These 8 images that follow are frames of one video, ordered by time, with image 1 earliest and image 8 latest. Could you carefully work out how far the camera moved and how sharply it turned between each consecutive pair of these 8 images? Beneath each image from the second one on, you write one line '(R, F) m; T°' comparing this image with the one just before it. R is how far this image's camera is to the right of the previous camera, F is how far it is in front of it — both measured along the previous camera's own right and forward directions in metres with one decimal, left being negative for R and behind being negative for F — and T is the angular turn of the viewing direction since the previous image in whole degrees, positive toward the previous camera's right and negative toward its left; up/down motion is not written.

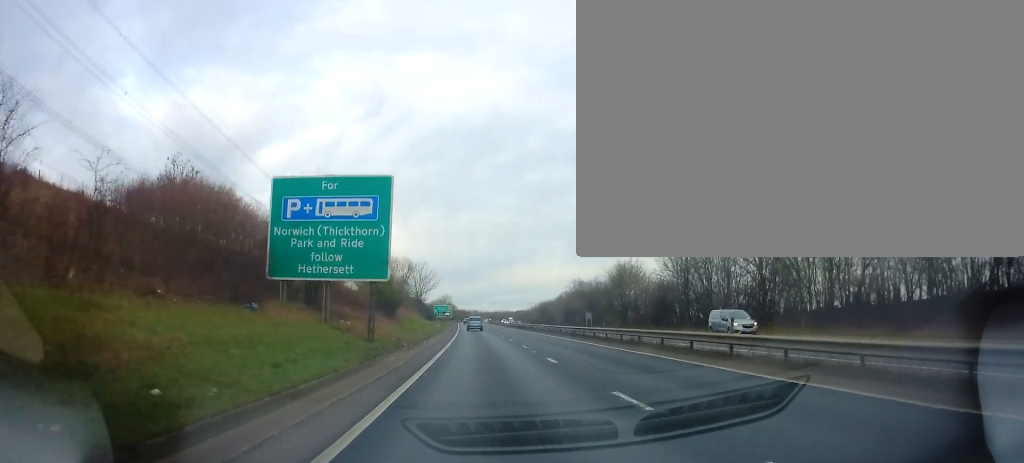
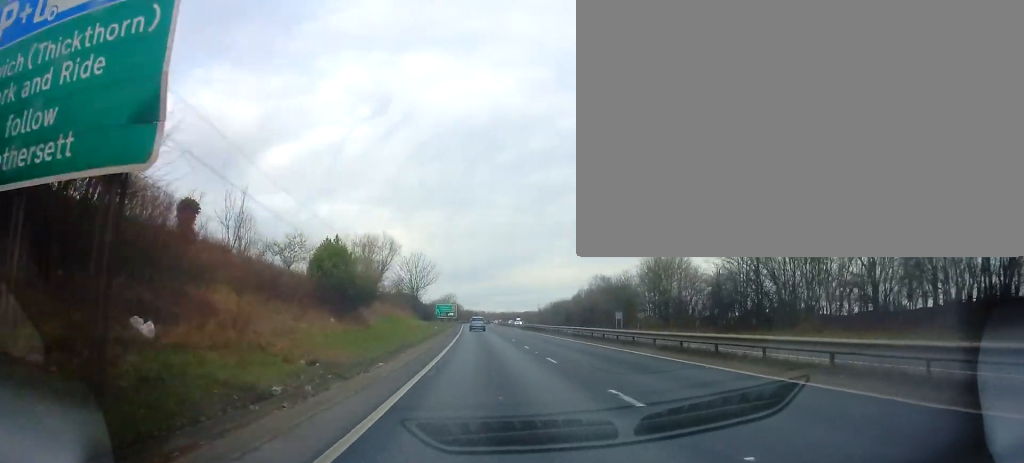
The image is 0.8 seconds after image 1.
(-0.3, +18.0) m; 0°
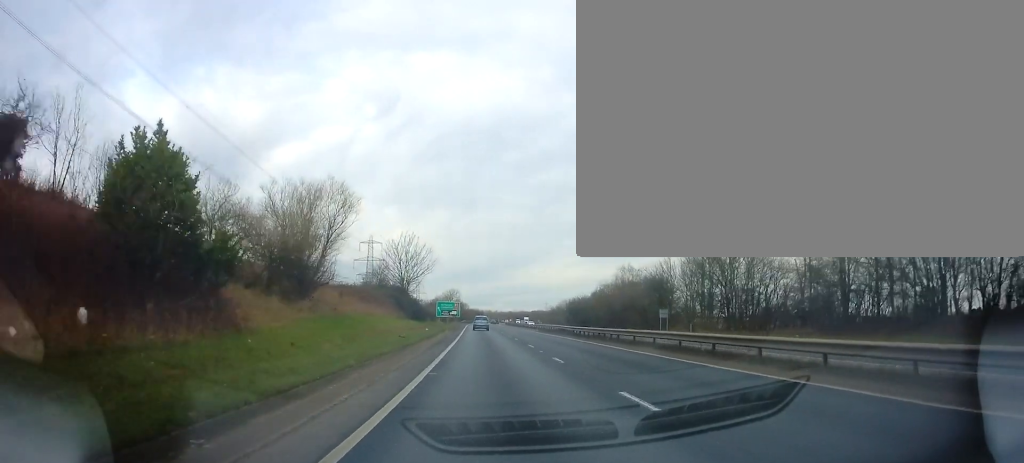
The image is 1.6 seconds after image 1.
(+0.3, +18.8) m; 0°
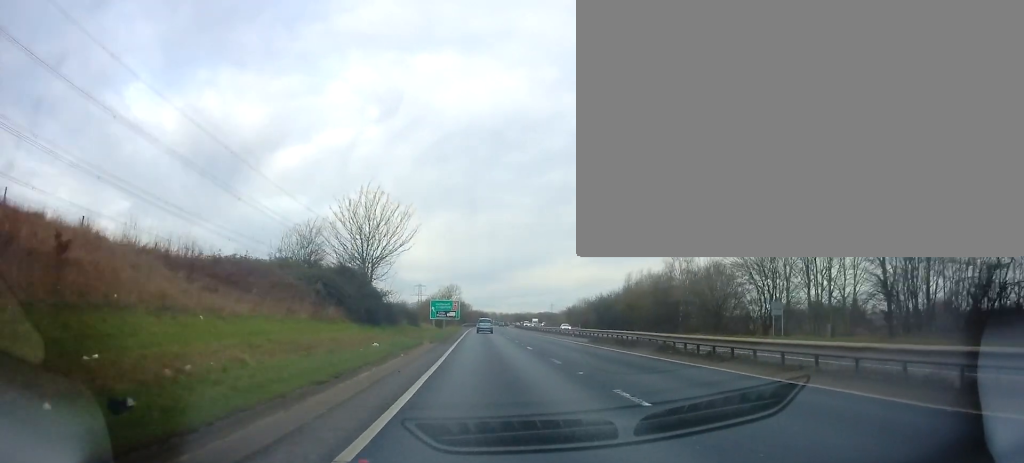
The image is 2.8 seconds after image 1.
(-0.3, +26.7) m; 0°
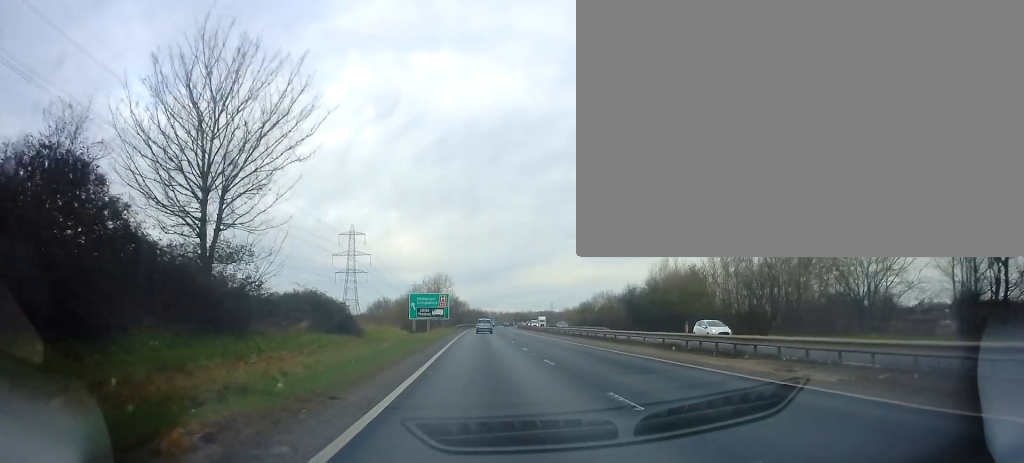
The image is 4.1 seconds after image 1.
(+0.2, +27.5) m; +1°
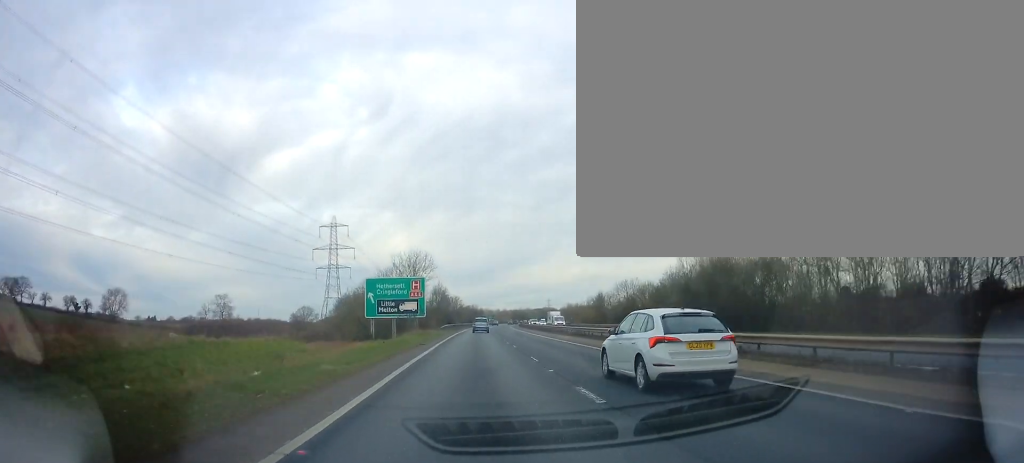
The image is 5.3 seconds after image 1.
(+0.3, +26.7) m; +1°
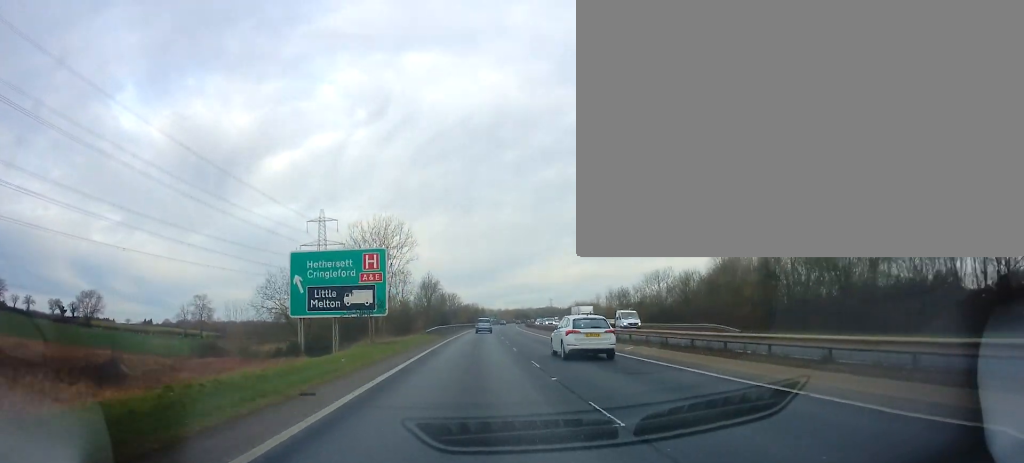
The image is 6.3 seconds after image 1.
(-0.1, +20.2) m; 0°
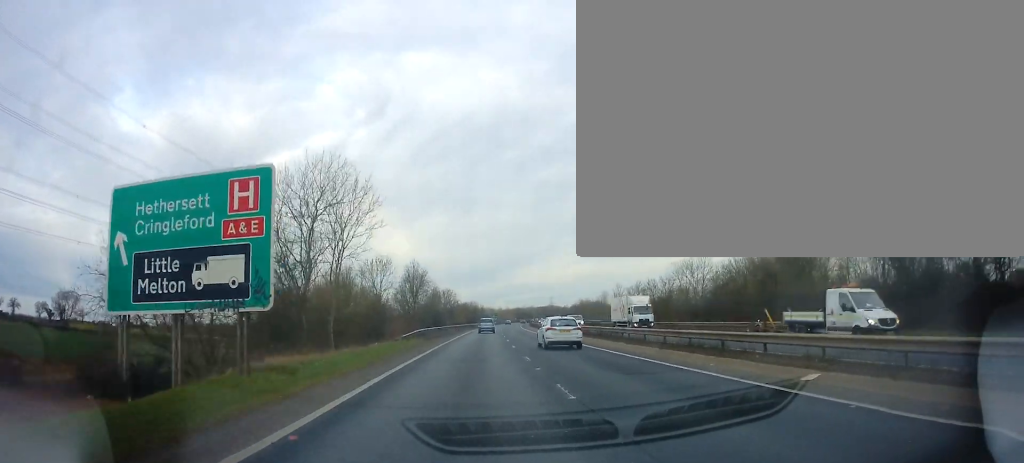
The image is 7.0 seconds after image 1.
(-0.1, +15.8) m; 0°
